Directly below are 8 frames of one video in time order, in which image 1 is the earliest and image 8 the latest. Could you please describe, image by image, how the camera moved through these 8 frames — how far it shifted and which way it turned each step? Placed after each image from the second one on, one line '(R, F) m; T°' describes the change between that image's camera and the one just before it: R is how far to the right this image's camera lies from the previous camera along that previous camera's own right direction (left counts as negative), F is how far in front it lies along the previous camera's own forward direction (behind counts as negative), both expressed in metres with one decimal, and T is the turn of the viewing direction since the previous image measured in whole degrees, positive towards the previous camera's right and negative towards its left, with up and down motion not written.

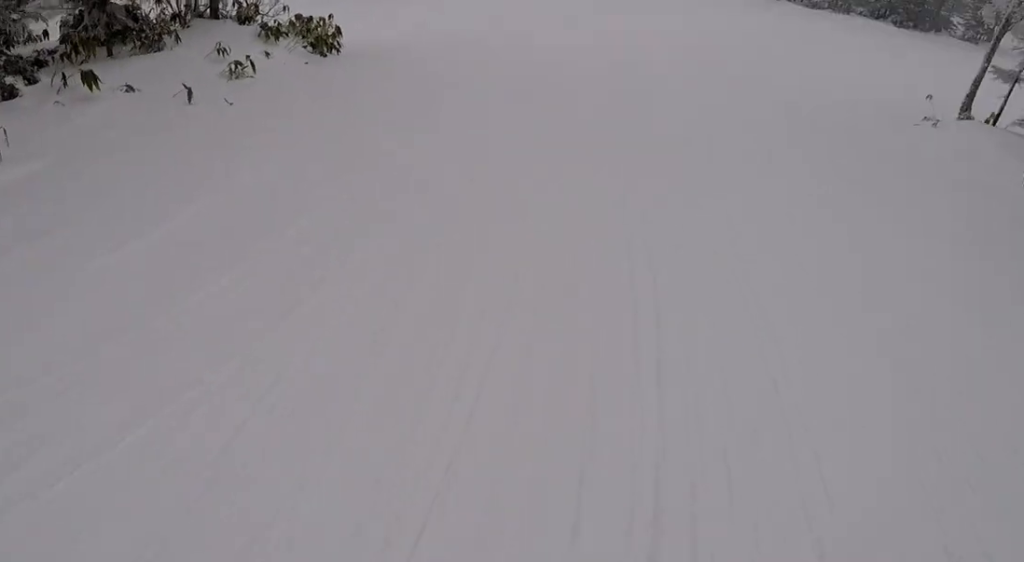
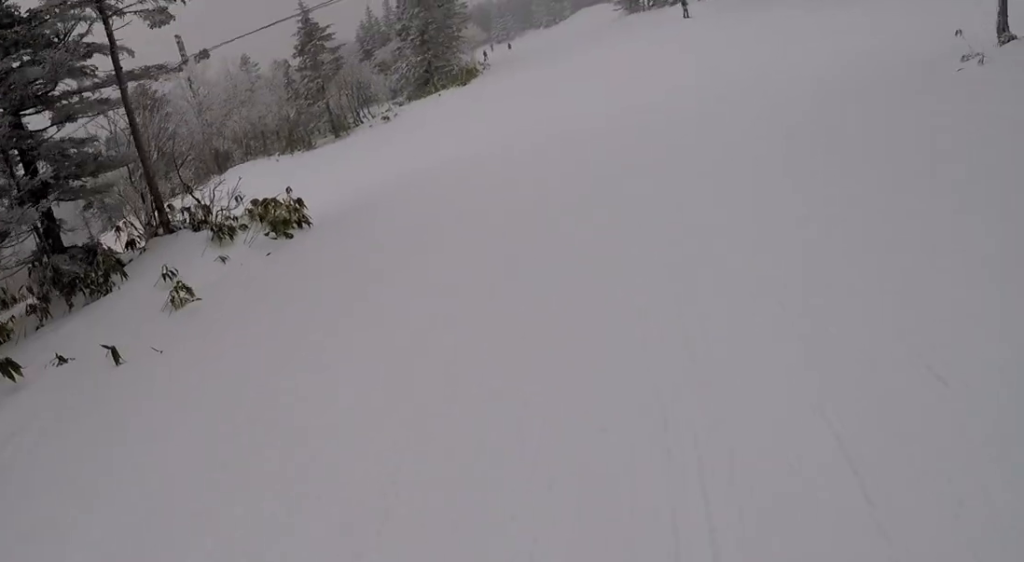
(0.0, +2.0) m; -1°
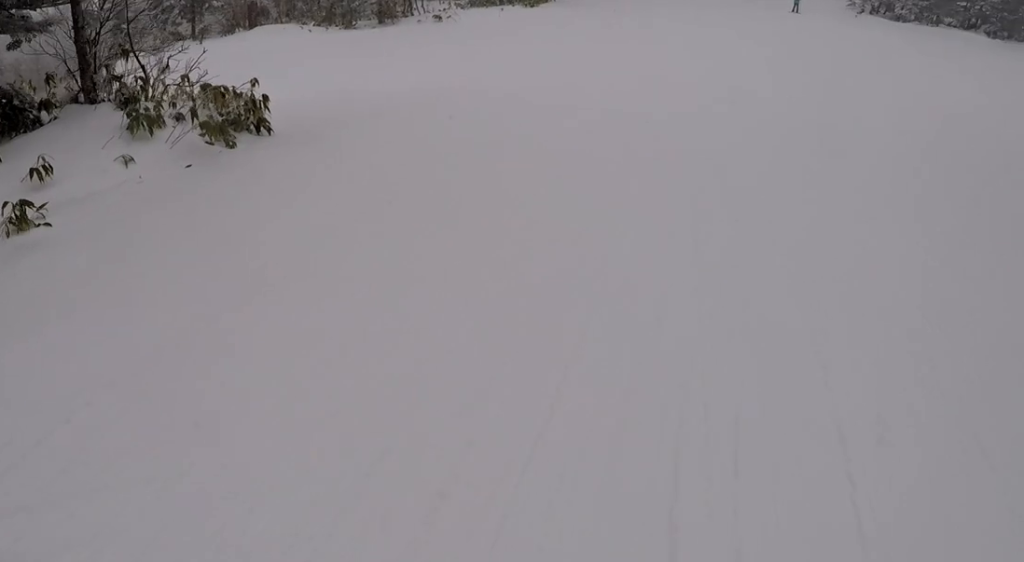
(-0.1, +2.9) m; -9°
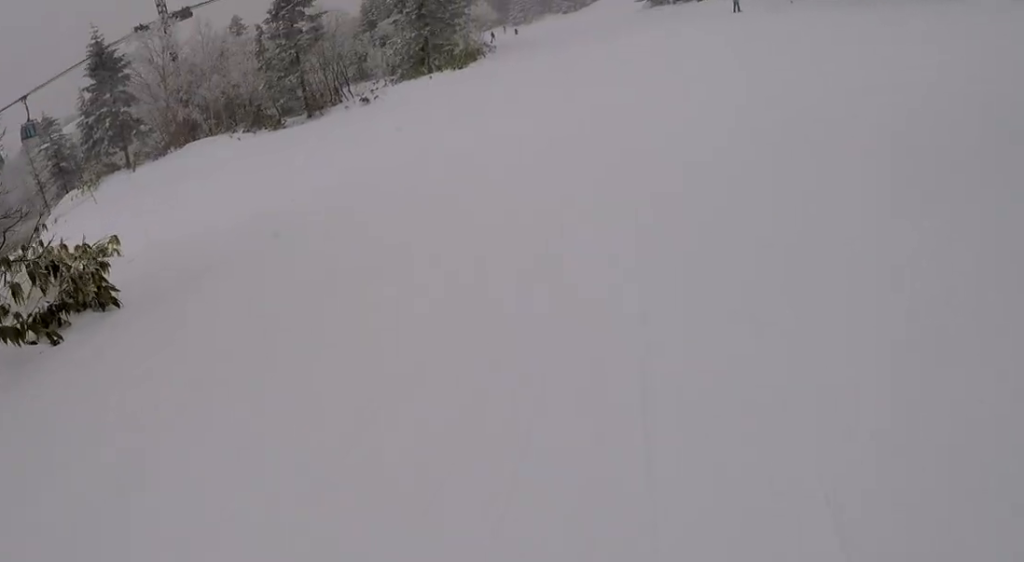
(+0.2, +2.4) m; -8°
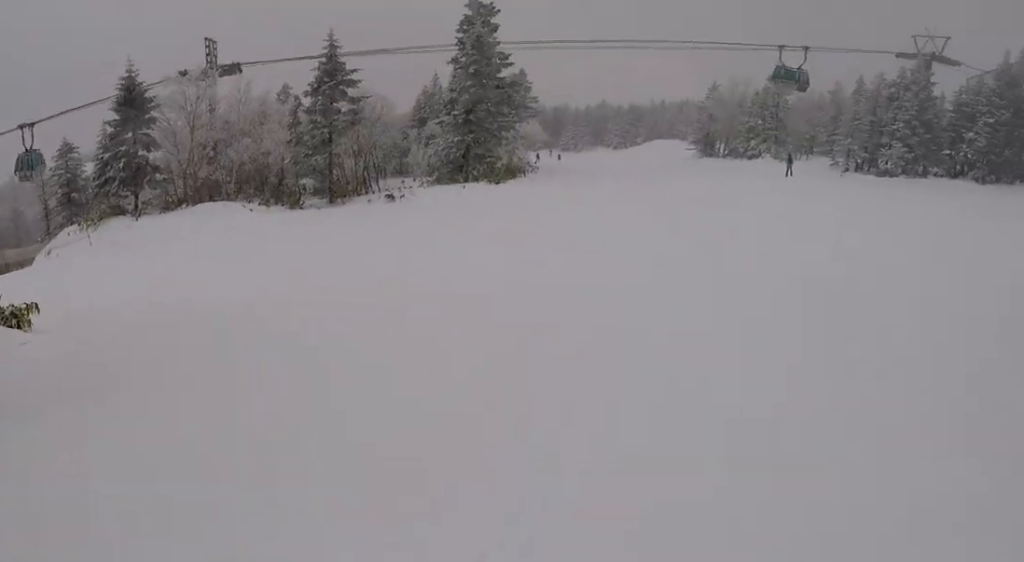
(-0.6, +2.5) m; +1°
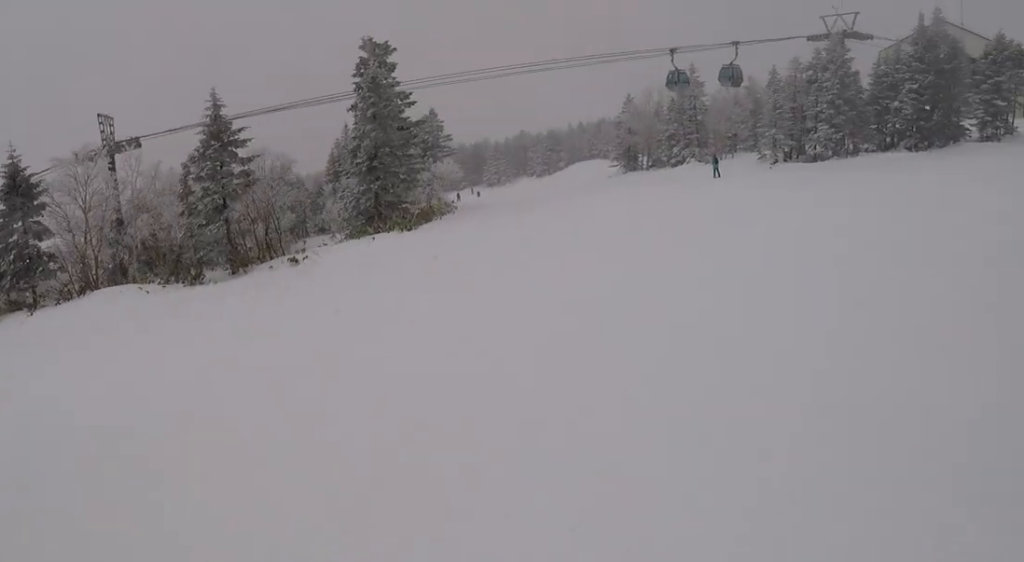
(-0.4, +2.8) m; +3°
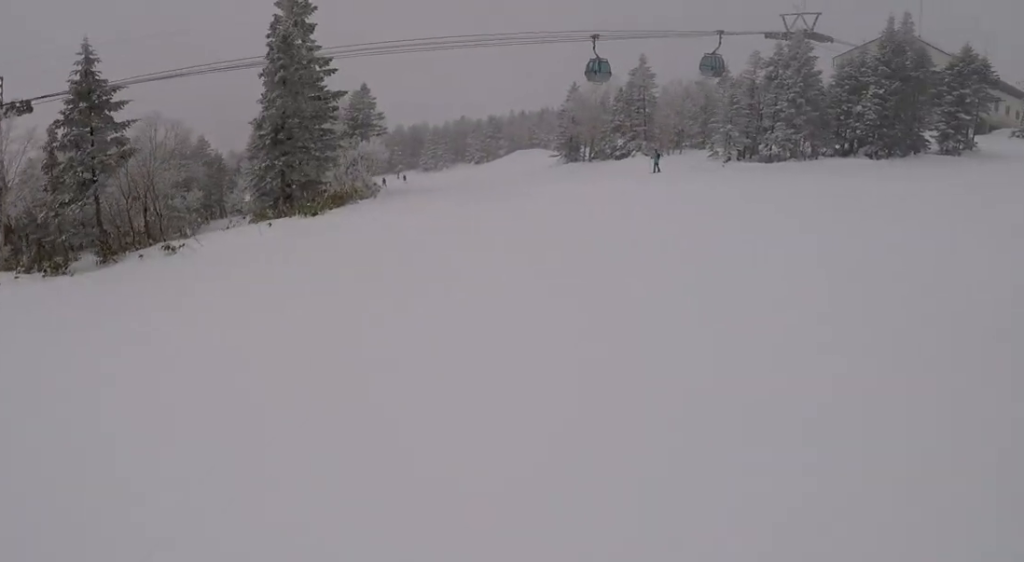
(+1.0, +4.1) m; +11°
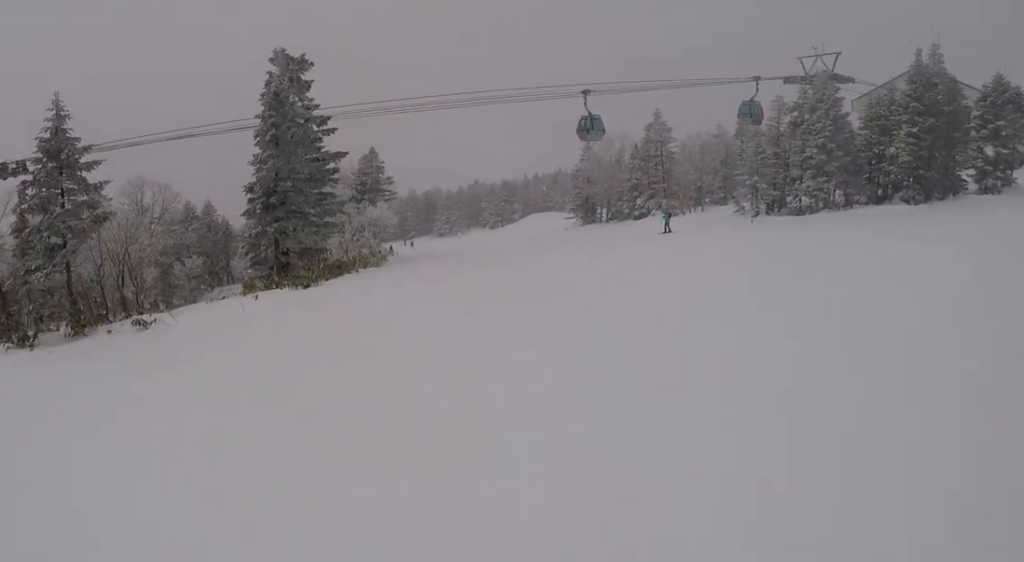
(0.0, +3.0) m; -6°
